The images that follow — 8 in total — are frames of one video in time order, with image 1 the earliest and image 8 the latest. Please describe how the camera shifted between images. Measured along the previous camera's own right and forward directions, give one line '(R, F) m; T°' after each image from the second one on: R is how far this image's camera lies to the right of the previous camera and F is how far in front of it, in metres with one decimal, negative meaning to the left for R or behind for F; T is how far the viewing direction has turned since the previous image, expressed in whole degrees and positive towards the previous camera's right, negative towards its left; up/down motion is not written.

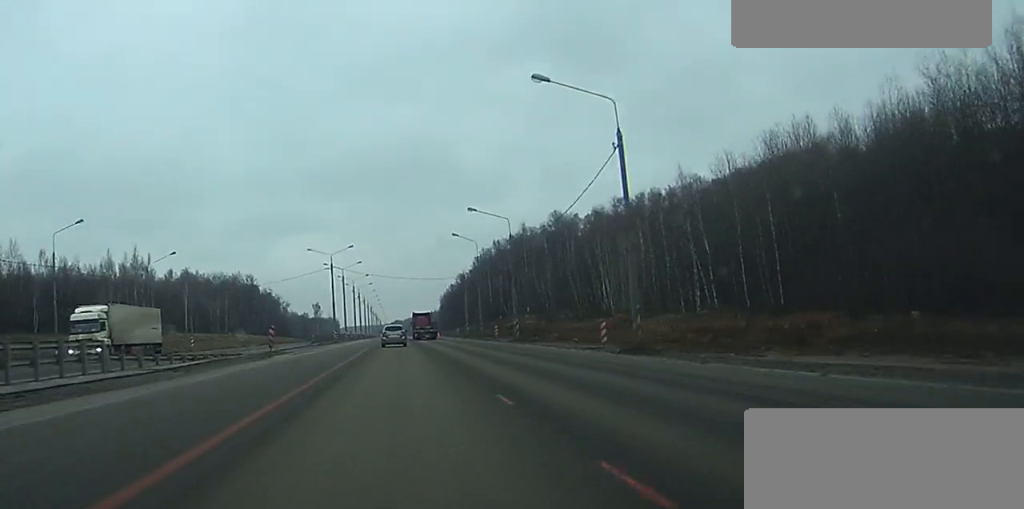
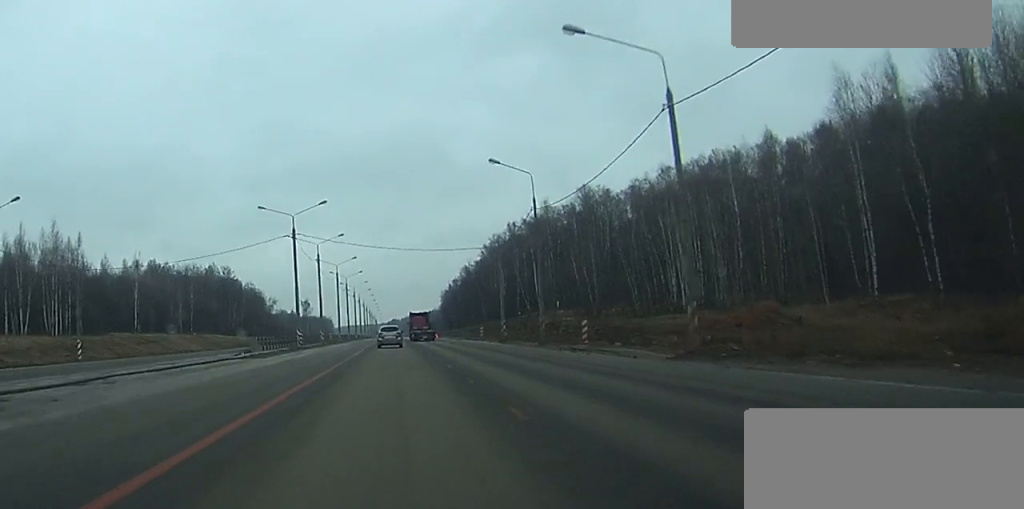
(+0.2, +42.2) m; 0°
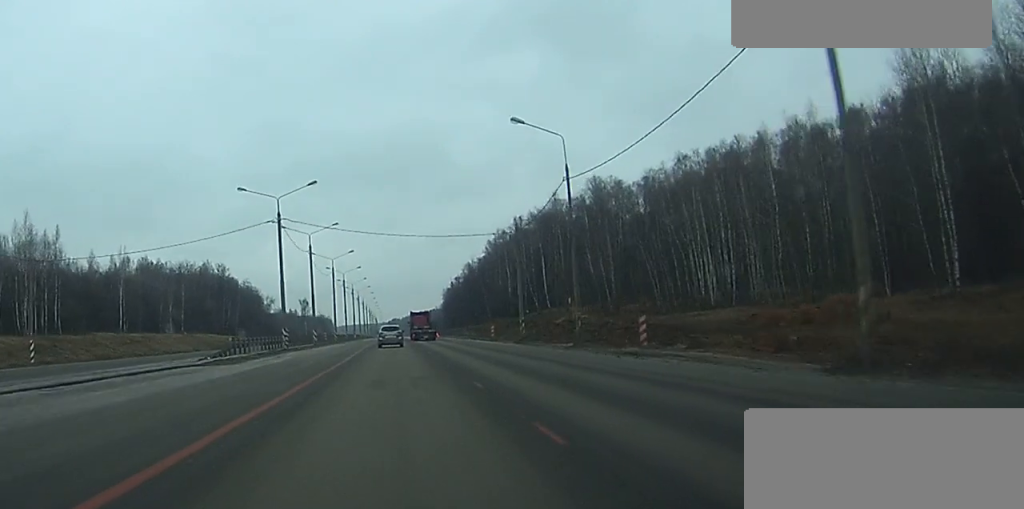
(0.0, +10.8) m; 0°
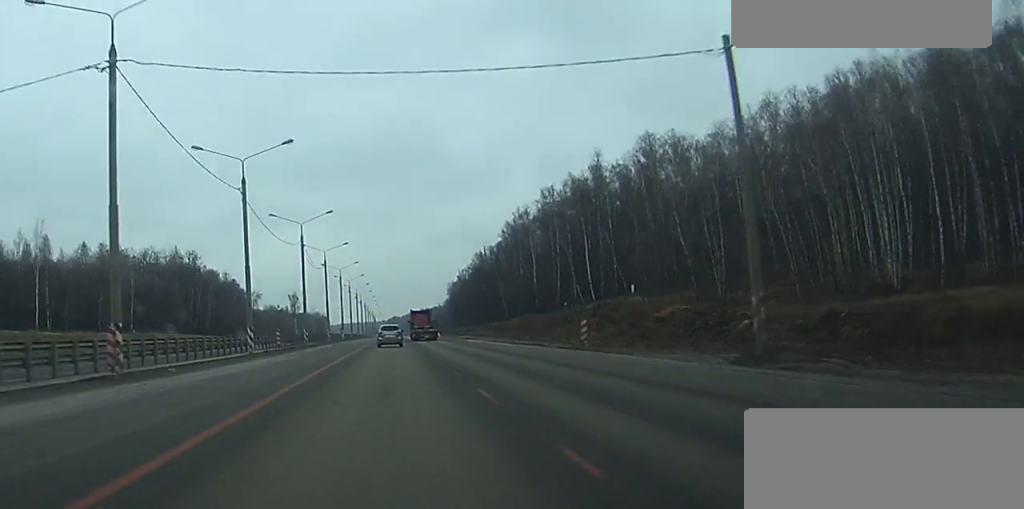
(0.0, +42.5) m; 0°
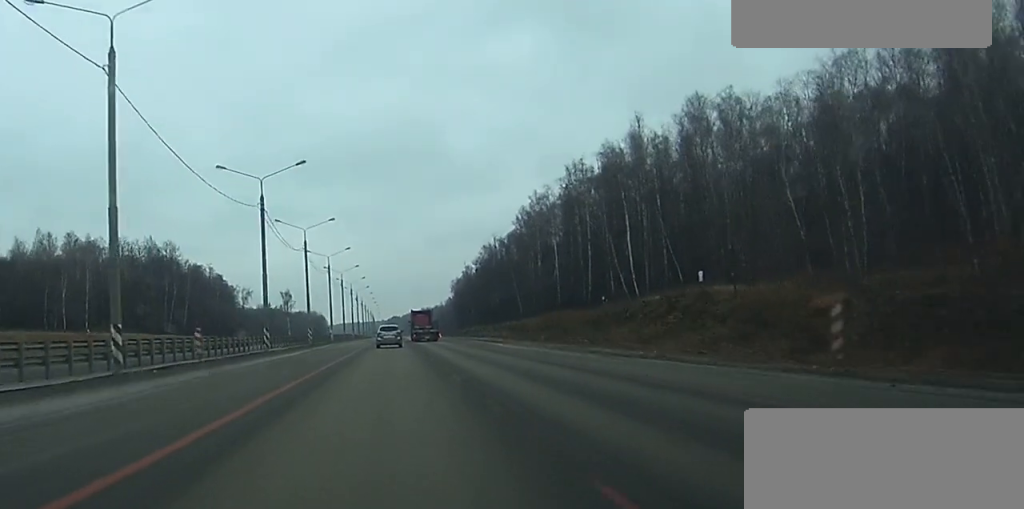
(-0.1, +26.3) m; 0°
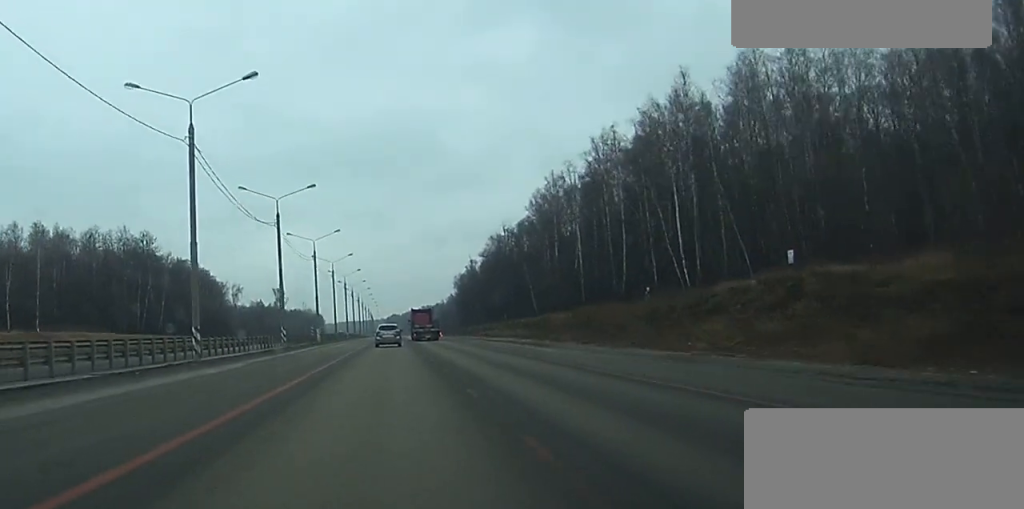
(0.0, +21.9) m; 0°
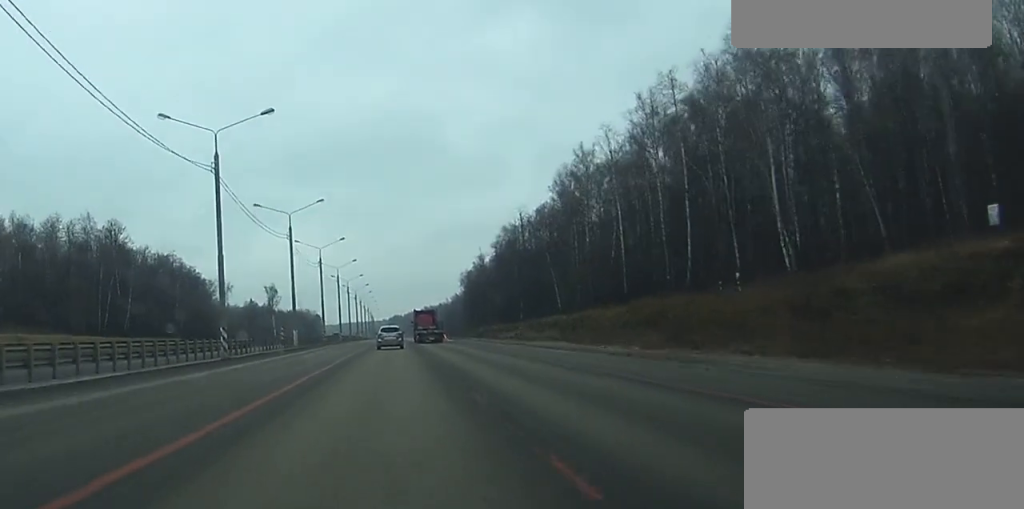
(0.0, +25.6) m; 0°
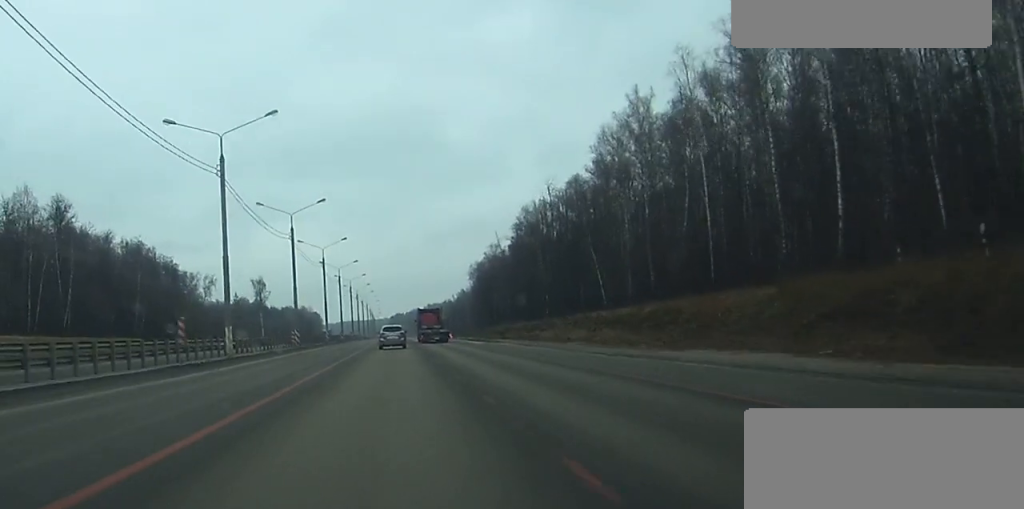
(0.0, +32.2) m; 0°
